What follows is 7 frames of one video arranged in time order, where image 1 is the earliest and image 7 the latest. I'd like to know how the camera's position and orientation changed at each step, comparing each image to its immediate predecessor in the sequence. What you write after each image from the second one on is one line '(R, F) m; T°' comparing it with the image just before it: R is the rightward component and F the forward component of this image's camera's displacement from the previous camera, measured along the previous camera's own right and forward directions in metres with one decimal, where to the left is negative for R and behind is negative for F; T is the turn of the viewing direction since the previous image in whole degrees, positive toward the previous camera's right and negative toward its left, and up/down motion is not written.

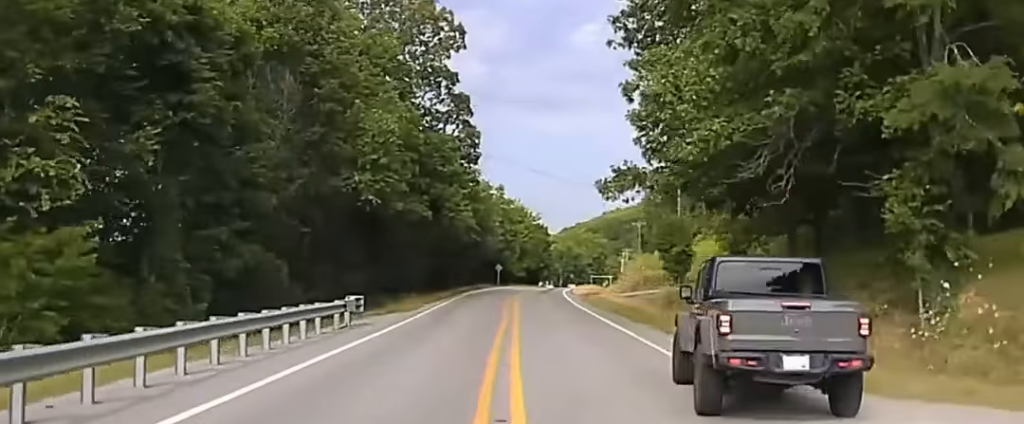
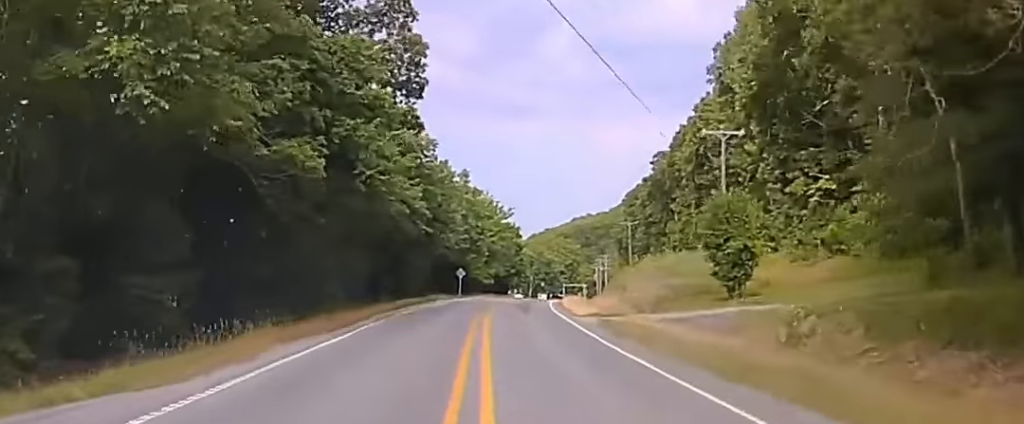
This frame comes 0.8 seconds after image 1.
(+0.1, +23.8) m; +1°
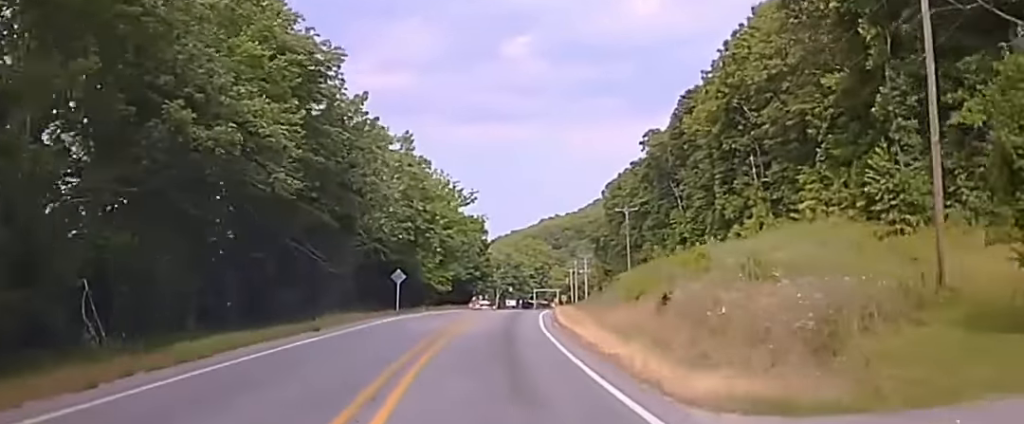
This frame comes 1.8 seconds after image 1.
(+0.1, +29.2) m; +2°
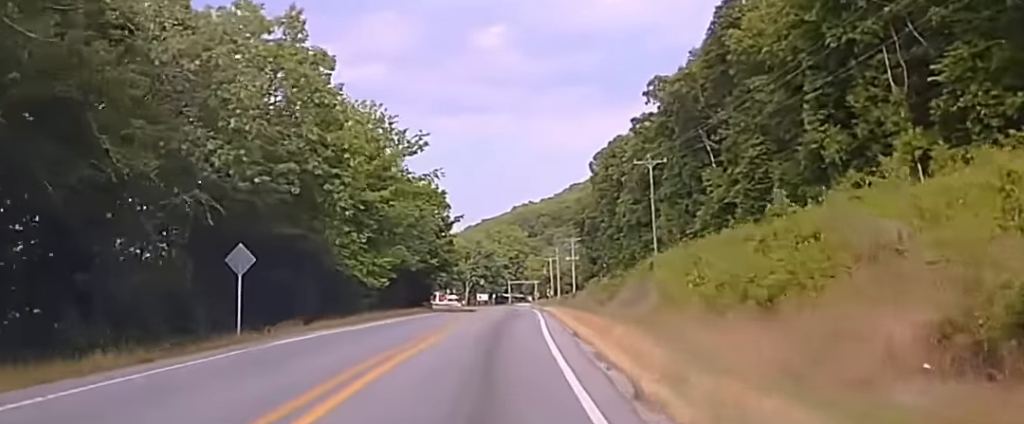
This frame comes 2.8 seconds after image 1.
(+1.0, +32.5) m; +2°
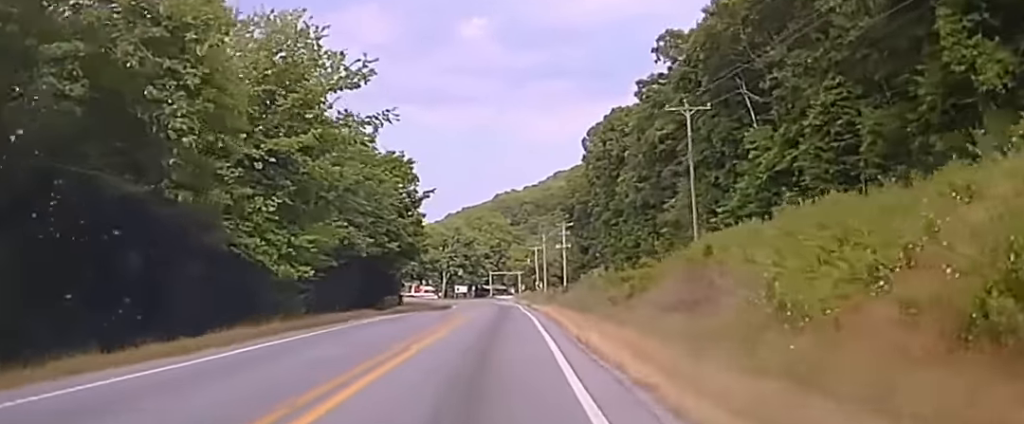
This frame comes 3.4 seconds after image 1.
(+0.1, +22.5) m; 0°
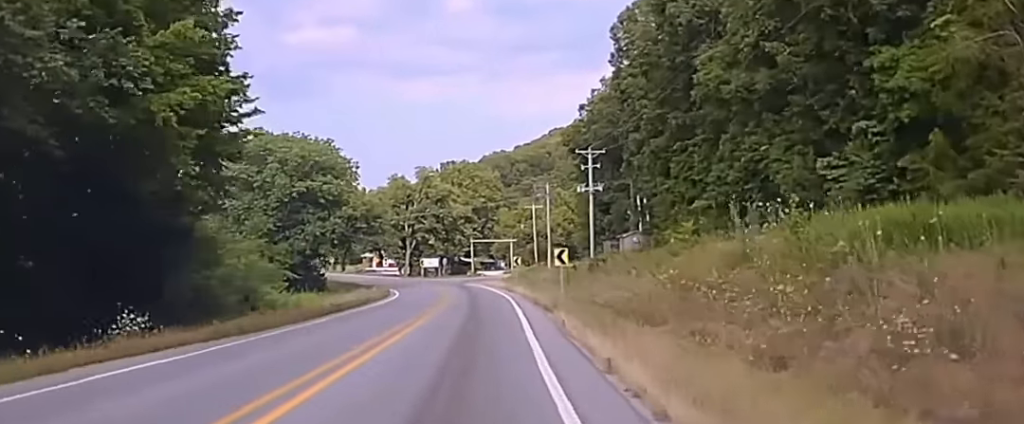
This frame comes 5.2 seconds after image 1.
(+0.2, +64.8) m; 0°
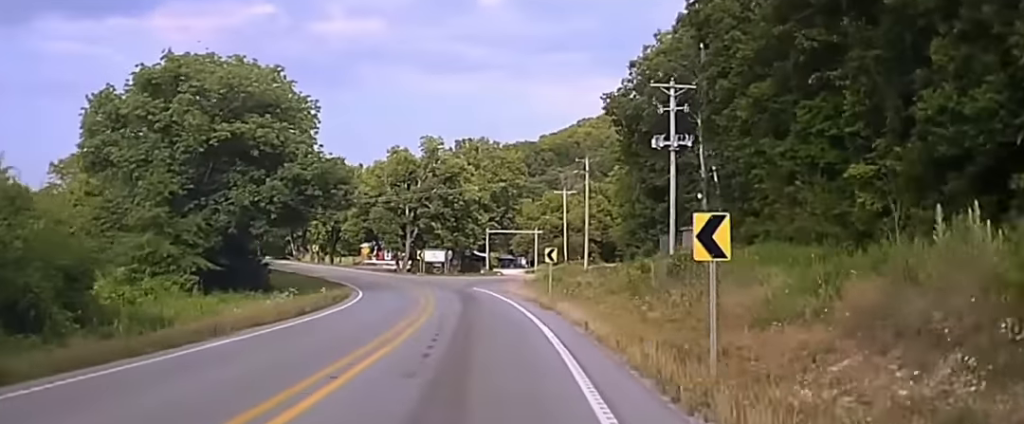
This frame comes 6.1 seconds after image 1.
(0.0, +38.0) m; -1°
